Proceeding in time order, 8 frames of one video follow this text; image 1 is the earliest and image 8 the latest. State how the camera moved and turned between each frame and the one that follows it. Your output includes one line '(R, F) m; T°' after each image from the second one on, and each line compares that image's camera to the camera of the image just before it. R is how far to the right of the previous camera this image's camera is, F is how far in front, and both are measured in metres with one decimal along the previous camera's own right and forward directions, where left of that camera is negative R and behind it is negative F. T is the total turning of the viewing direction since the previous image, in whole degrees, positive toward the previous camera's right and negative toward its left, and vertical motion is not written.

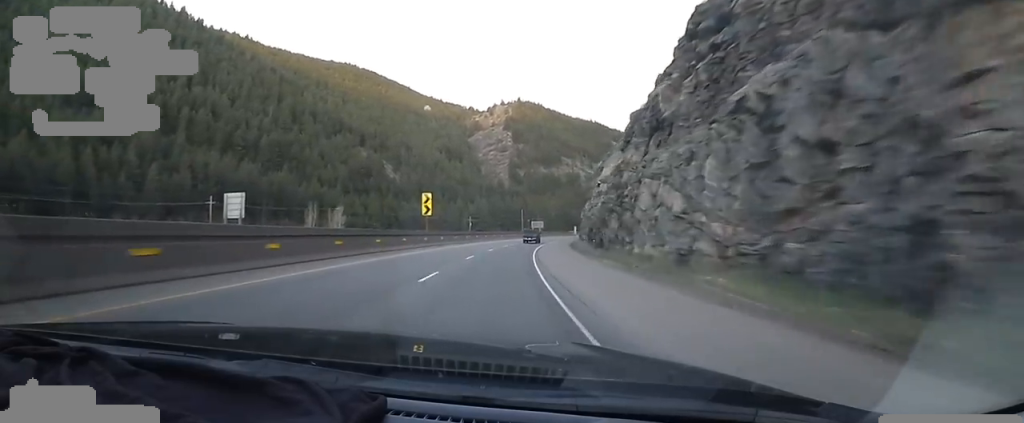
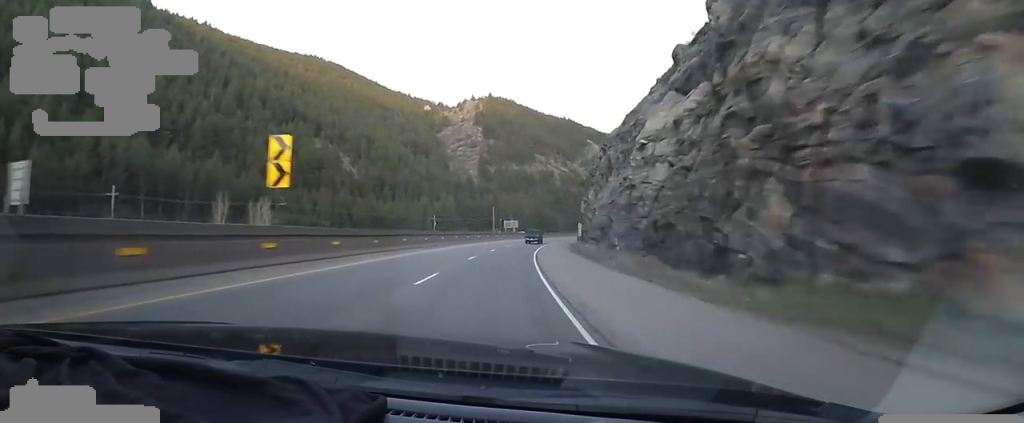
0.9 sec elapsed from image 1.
(+1.3, +23.9) m; +4°
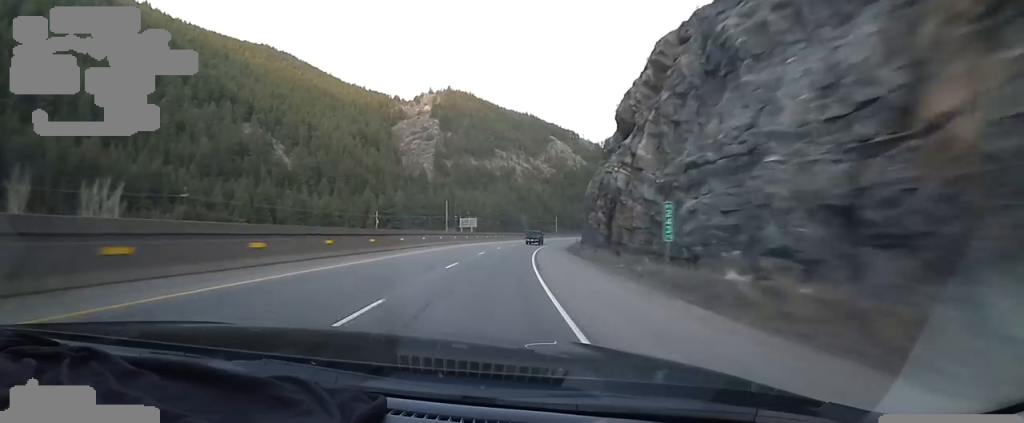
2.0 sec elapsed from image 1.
(+0.6, +30.0) m; +4°
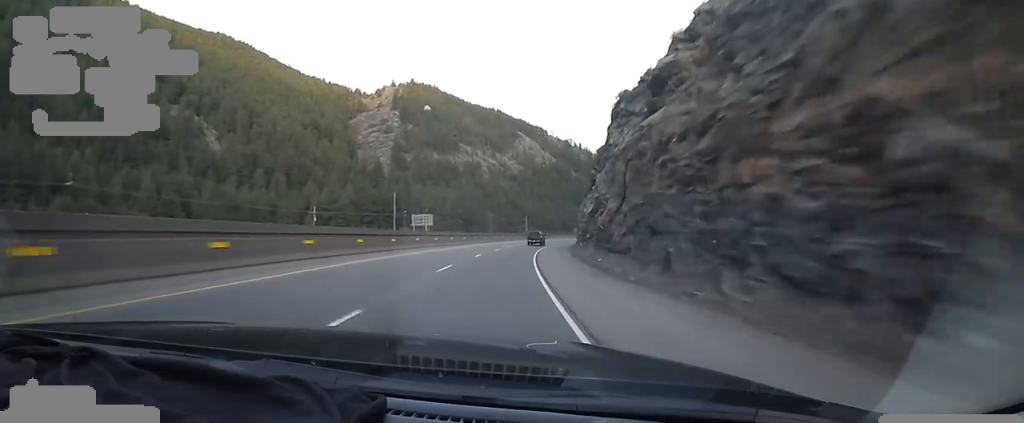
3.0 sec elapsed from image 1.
(+1.0, +25.4) m; +3°
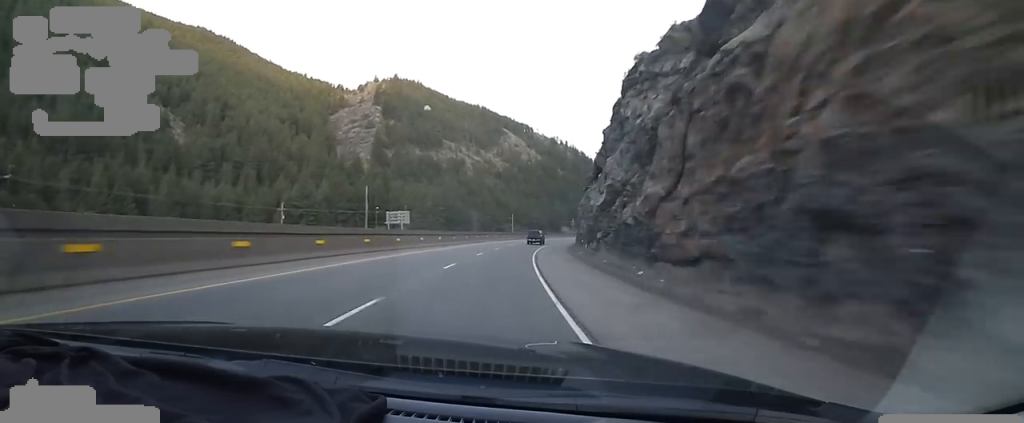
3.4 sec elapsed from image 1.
(-0.2, +10.5) m; +1°
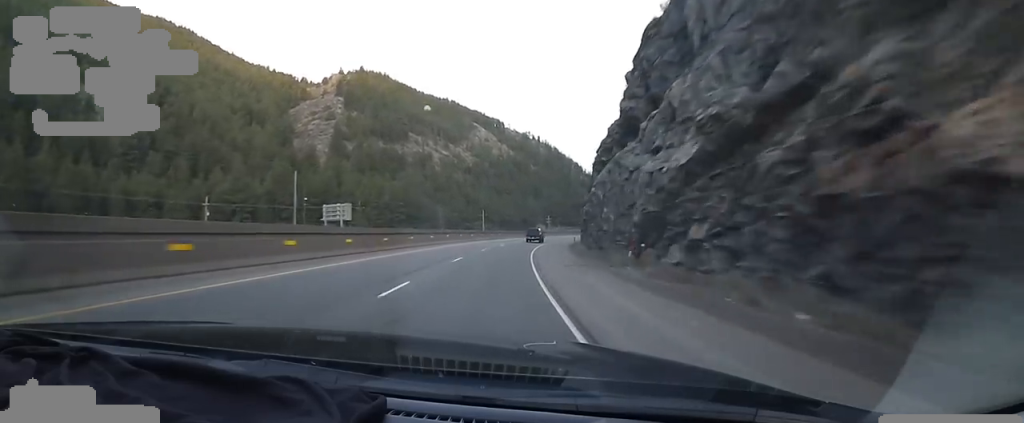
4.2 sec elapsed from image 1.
(+0.5, +20.3) m; +4°
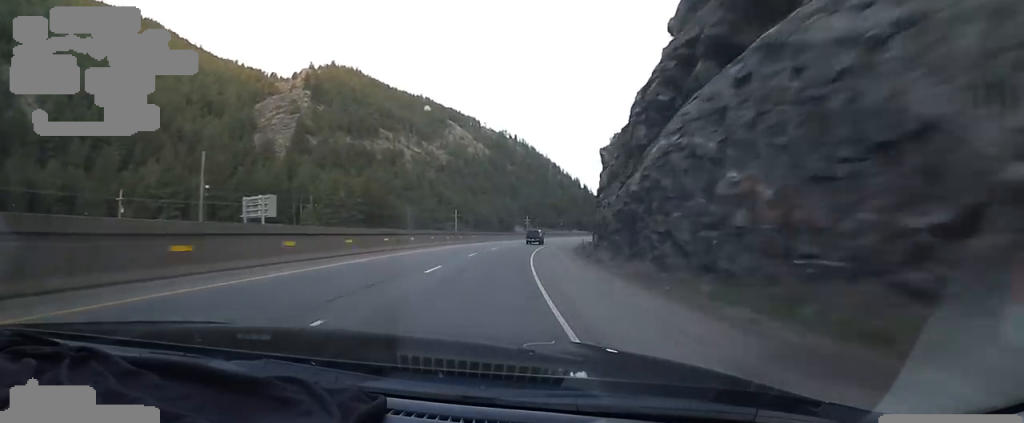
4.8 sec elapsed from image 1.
(+0.4, +17.7) m; +4°
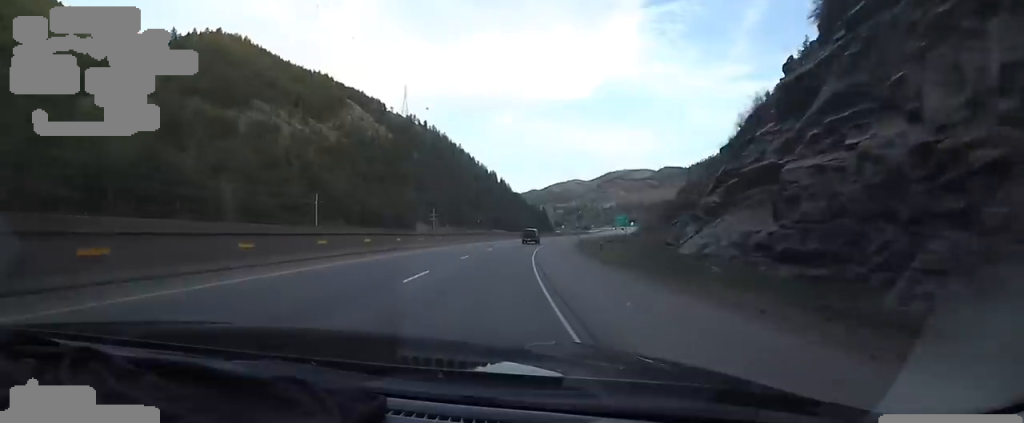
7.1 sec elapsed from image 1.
(+8.0, +62.0) m; +14°
